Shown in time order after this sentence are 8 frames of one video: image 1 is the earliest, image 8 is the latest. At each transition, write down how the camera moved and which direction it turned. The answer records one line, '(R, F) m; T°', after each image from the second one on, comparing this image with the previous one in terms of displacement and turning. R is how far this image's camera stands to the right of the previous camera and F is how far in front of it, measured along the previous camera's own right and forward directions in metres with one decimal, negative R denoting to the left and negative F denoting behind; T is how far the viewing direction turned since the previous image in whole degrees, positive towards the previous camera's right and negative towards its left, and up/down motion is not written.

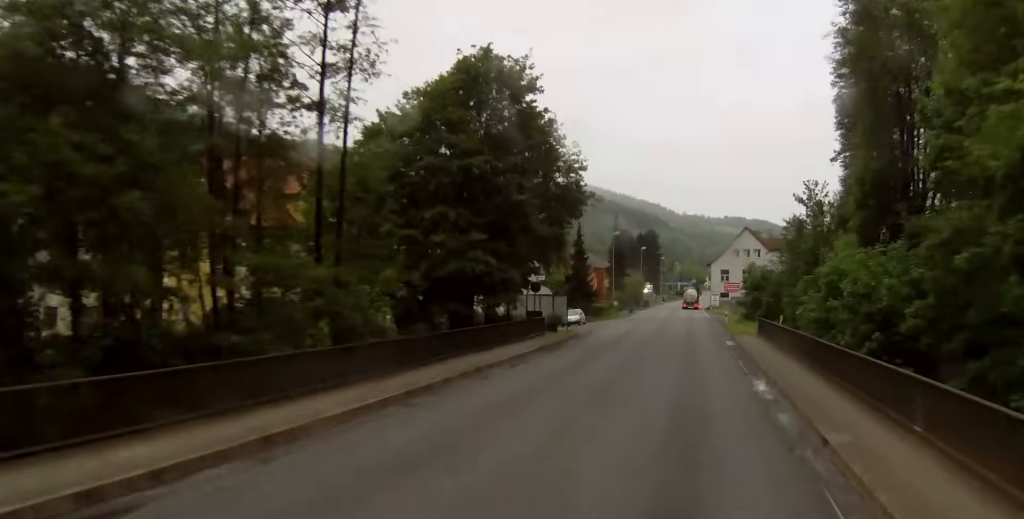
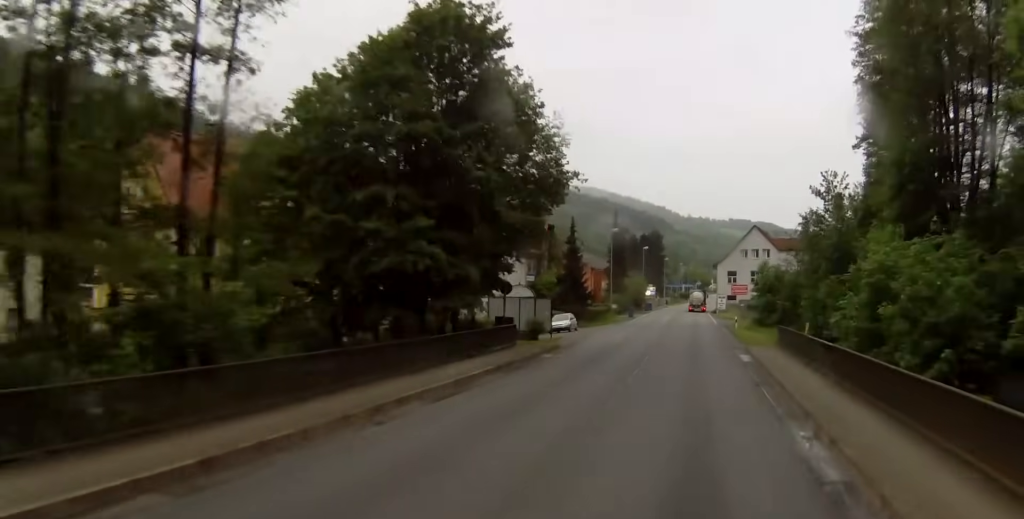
(+0.1, +9.0) m; 0°
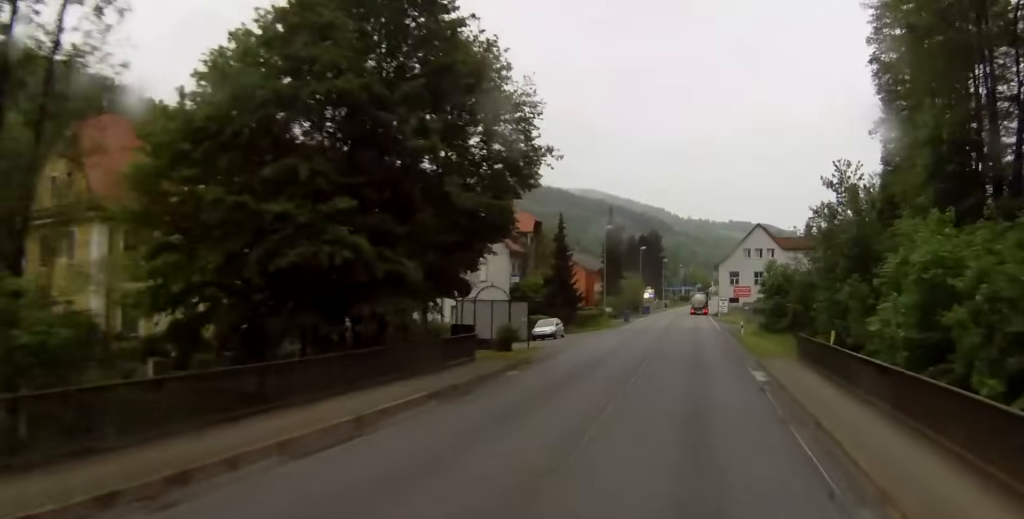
(0.0, +7.3) m; 0°
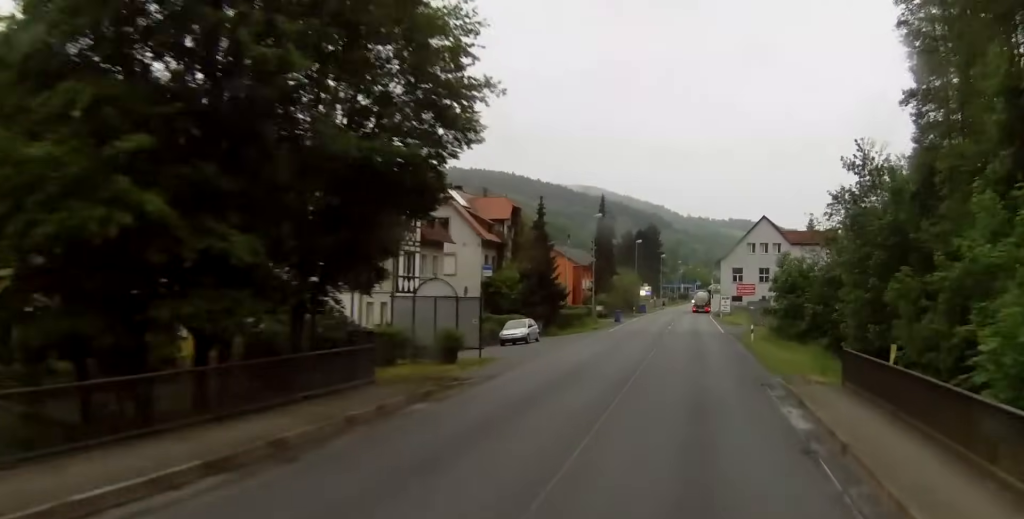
(0.0, +10.1) m; 0°
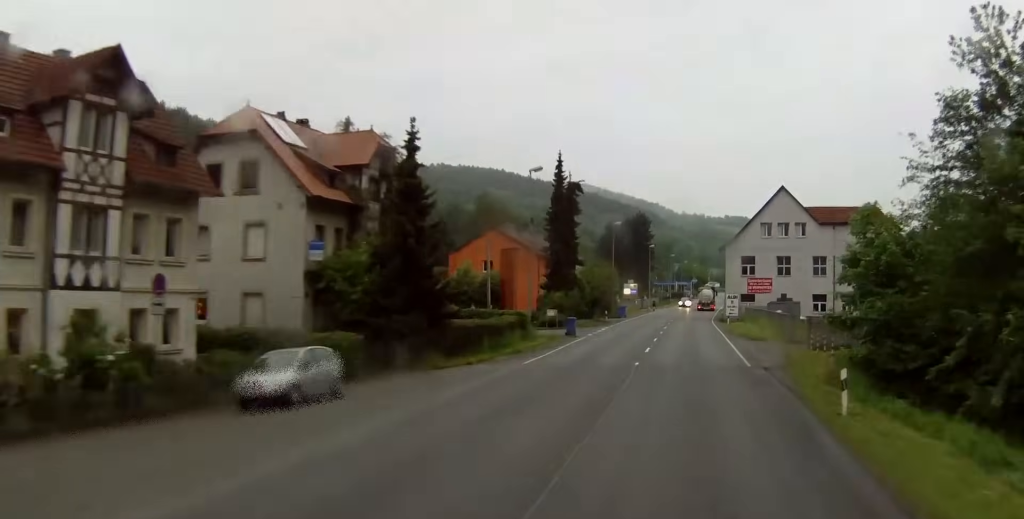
(0.0, +29.5) m; +1°
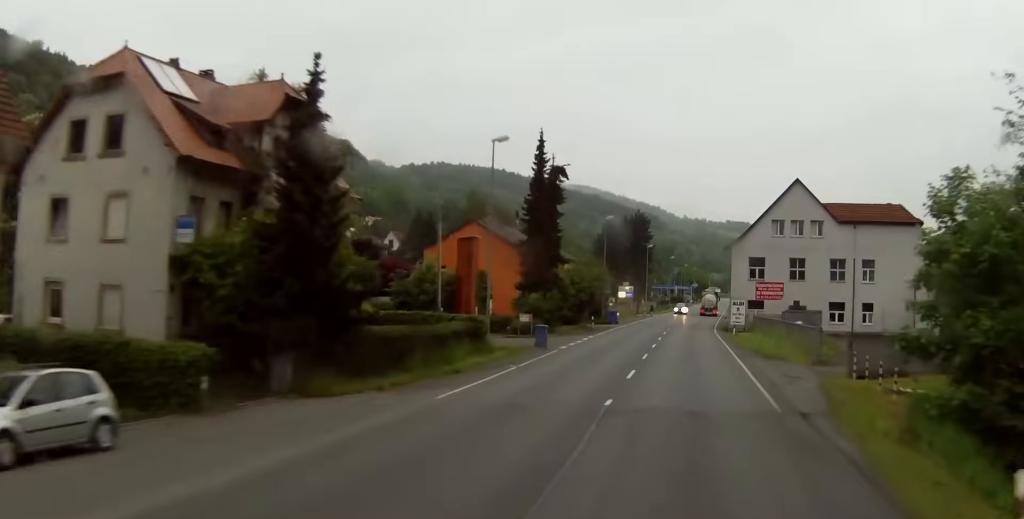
(+0.1, +10.0) m; +1°
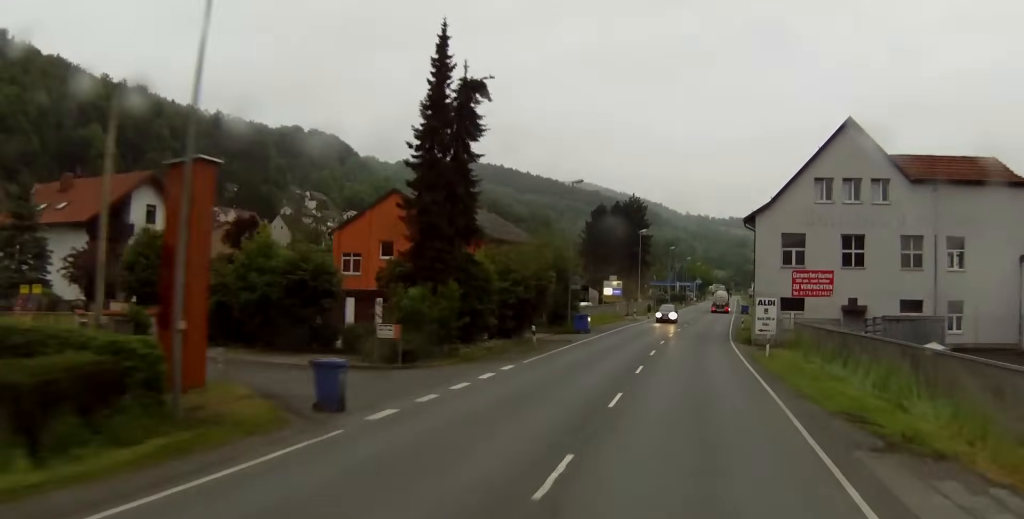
(+0.2, +23.6) m; 0°
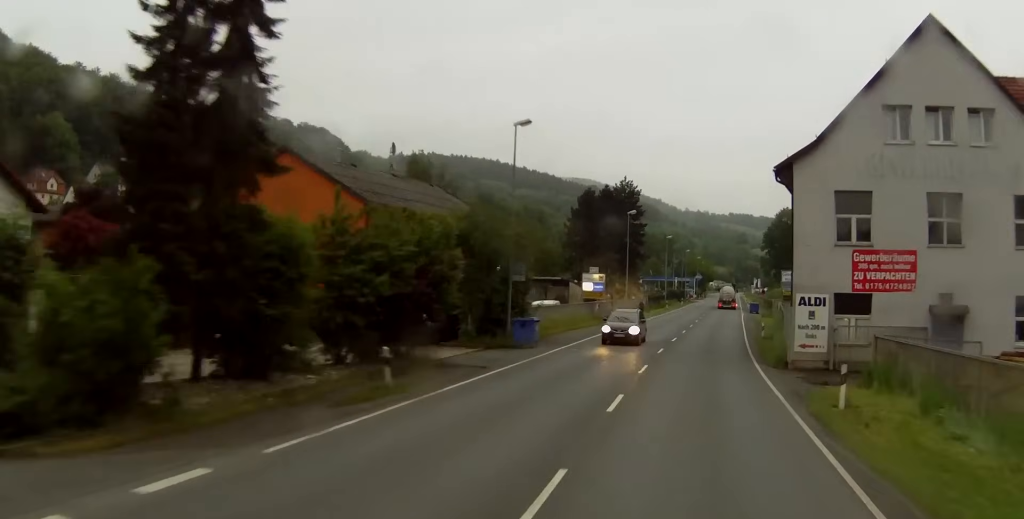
(0.0, +16.6) m; 0°
